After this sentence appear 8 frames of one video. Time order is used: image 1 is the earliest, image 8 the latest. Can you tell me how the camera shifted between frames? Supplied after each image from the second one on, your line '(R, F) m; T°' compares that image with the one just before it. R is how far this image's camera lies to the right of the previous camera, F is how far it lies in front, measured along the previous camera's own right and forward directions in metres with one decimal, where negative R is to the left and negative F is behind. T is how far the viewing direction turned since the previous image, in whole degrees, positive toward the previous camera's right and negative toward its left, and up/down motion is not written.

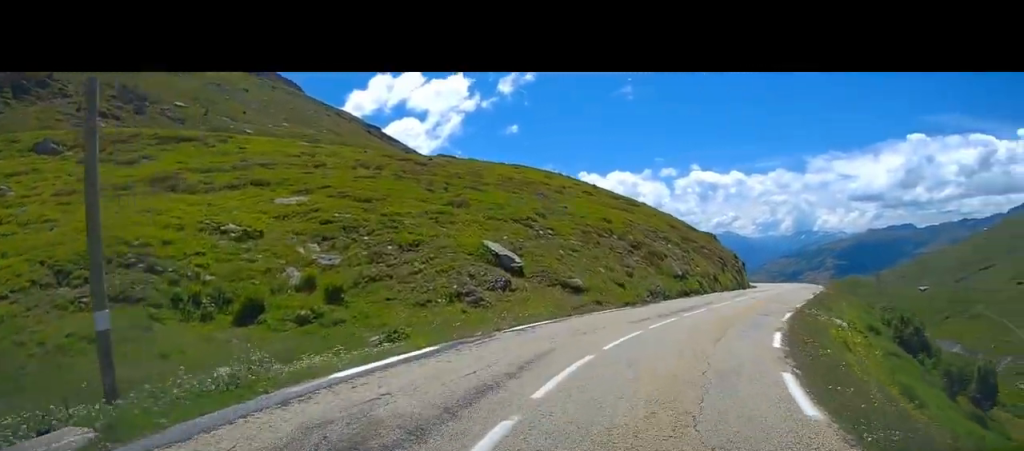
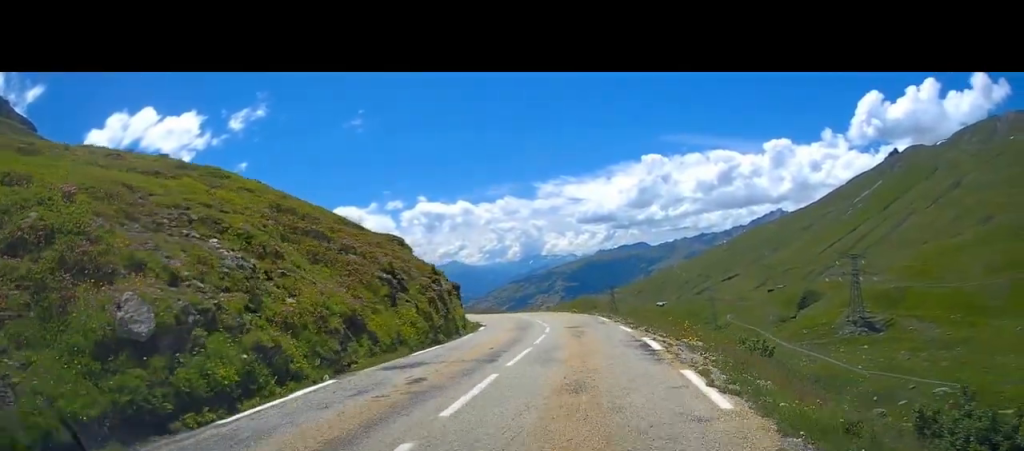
(+4.8, +24.3) m; +18°
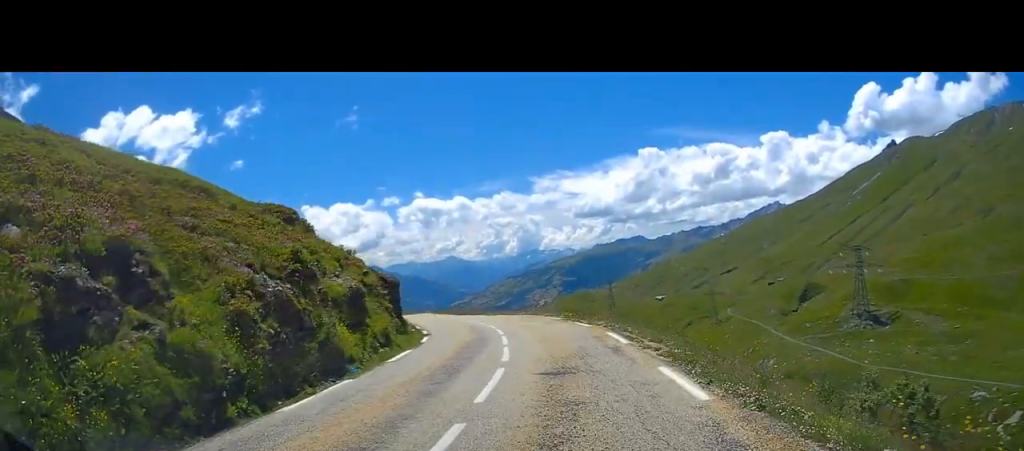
(+0.8, +12.2) m; +5°
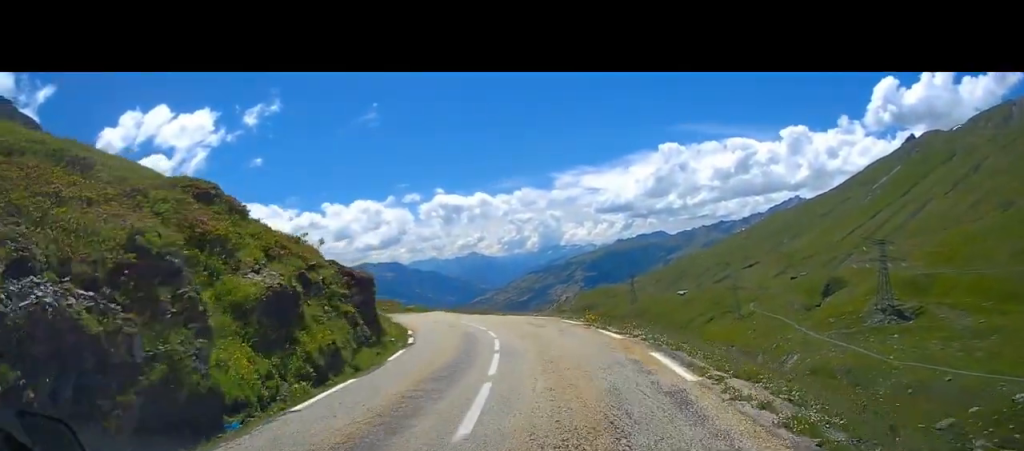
(+0.4, +6.0) m; 0°
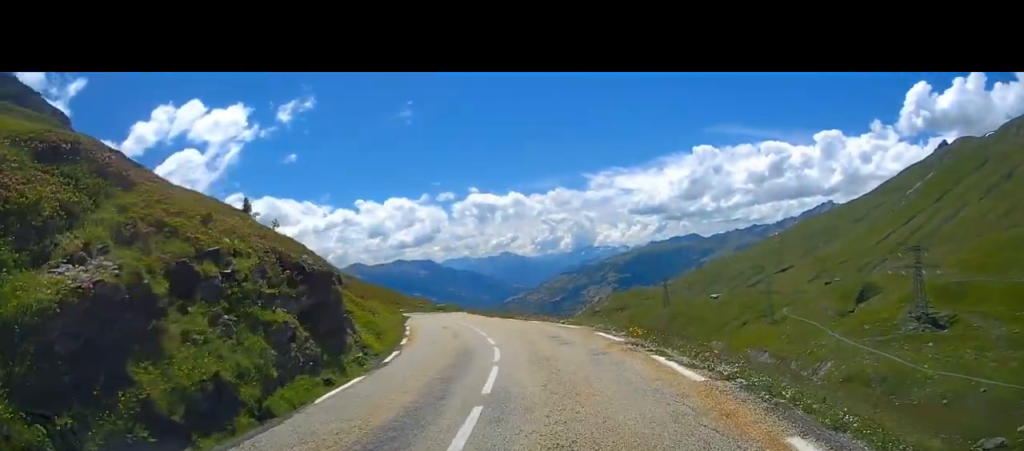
(-0.4, +6.1) m; -4°
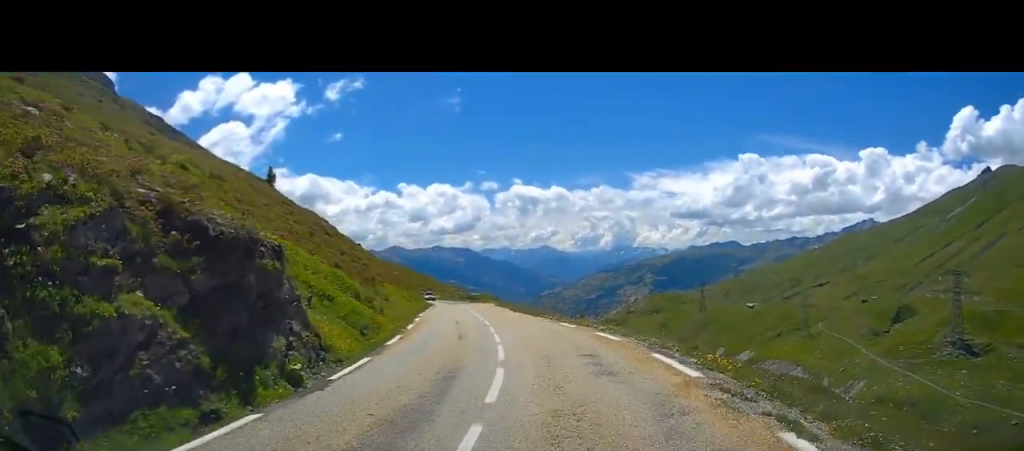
(-0.1, +5.5) m; -3°
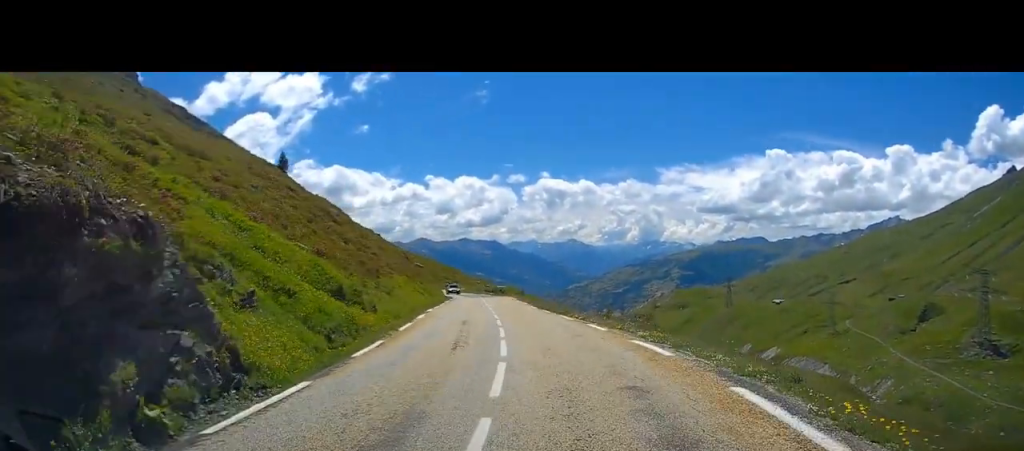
(-0.2, +4.5) m; -2°
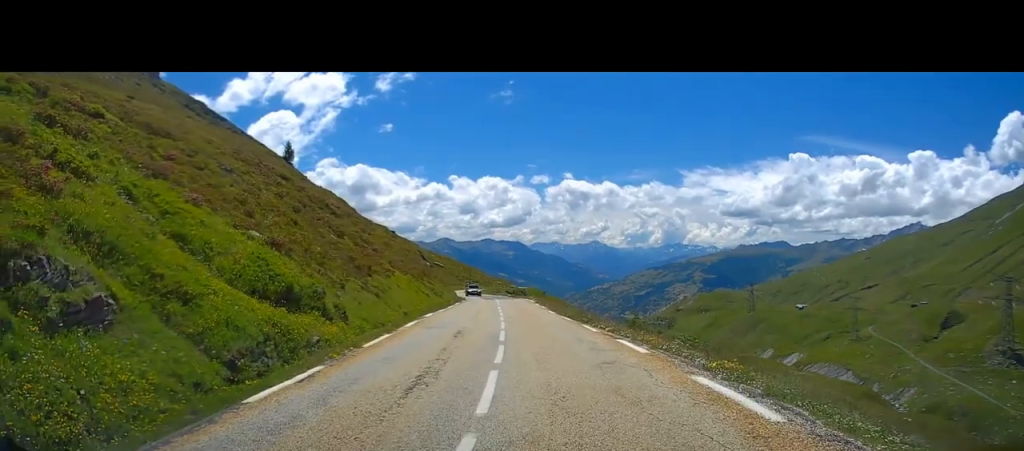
(0.0, +5.1) m; -3°
